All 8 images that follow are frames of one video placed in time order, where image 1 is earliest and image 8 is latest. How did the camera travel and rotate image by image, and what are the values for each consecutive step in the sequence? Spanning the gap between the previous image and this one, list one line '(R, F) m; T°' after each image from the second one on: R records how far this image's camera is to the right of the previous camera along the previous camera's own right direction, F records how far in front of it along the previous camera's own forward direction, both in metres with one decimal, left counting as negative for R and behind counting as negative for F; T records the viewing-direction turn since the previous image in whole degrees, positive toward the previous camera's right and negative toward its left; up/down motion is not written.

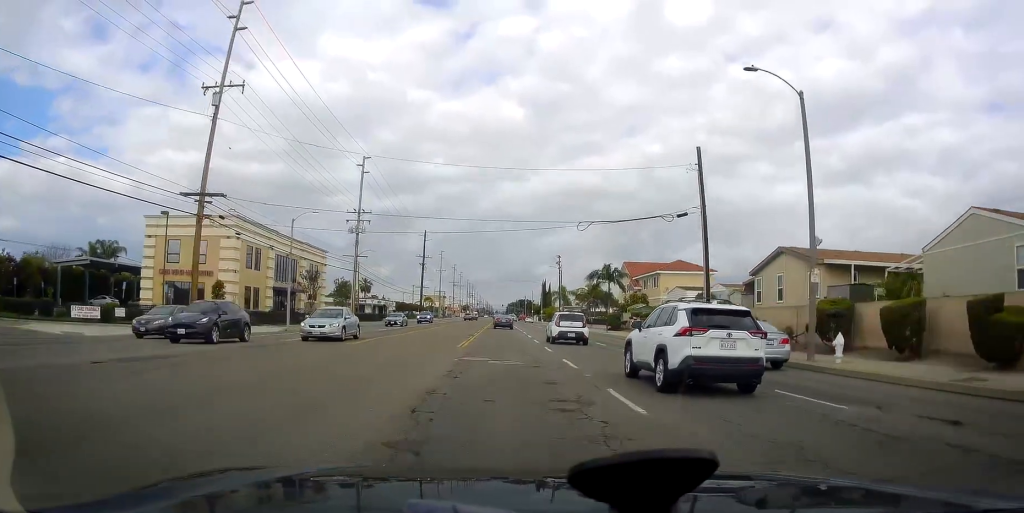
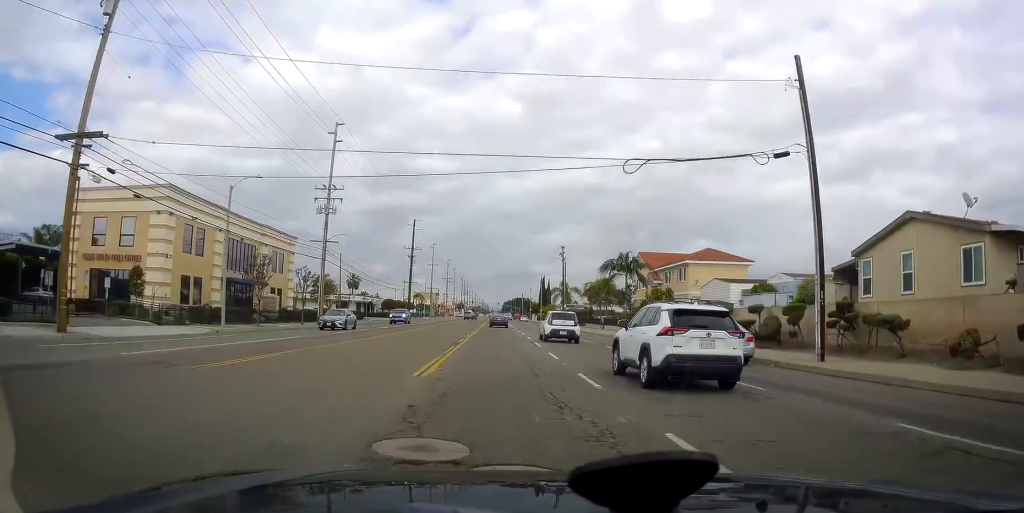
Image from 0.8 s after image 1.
(0.0, +10.3) m; 0°
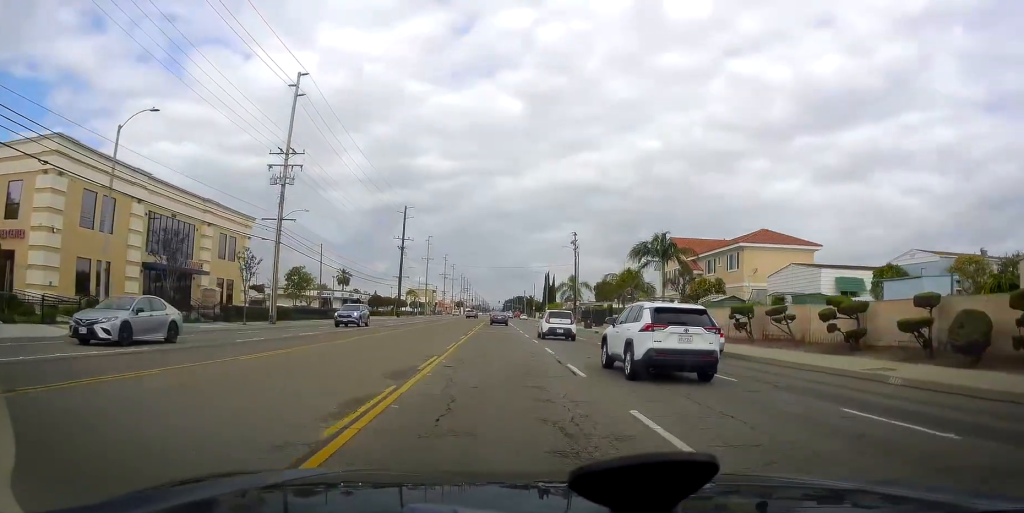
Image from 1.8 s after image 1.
(0.0, +10.7) m; 0°
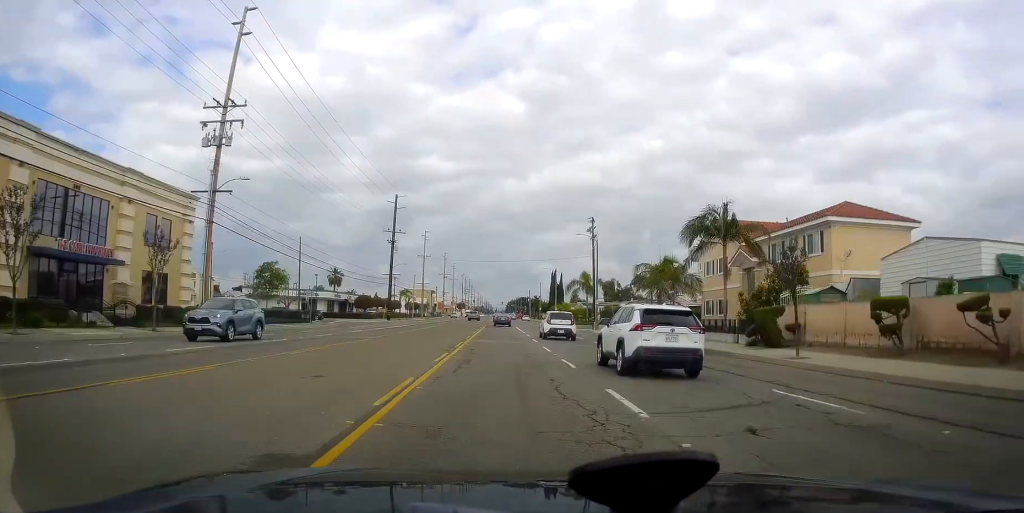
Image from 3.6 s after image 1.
(0.0, +22.3) m; 0°
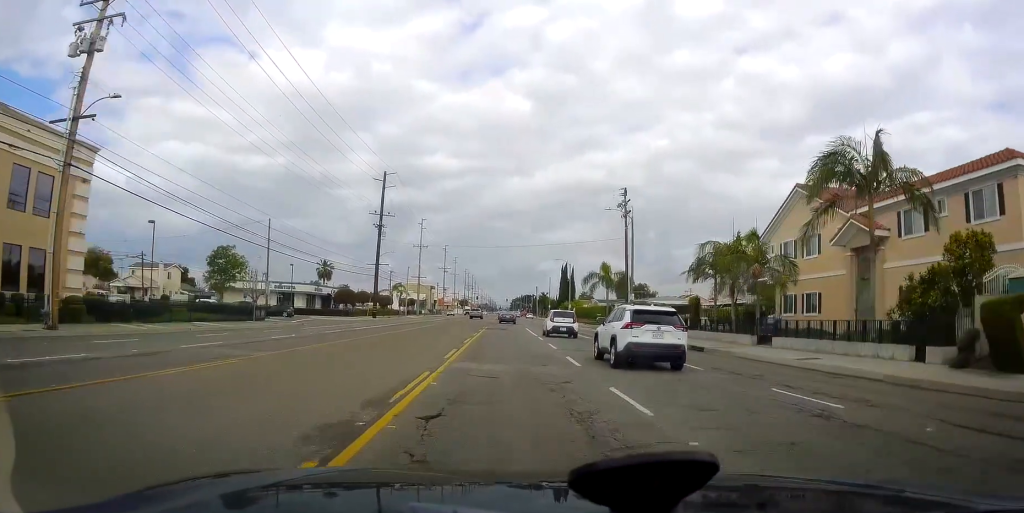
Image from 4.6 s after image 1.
(0.0, +13.4) m; 0°
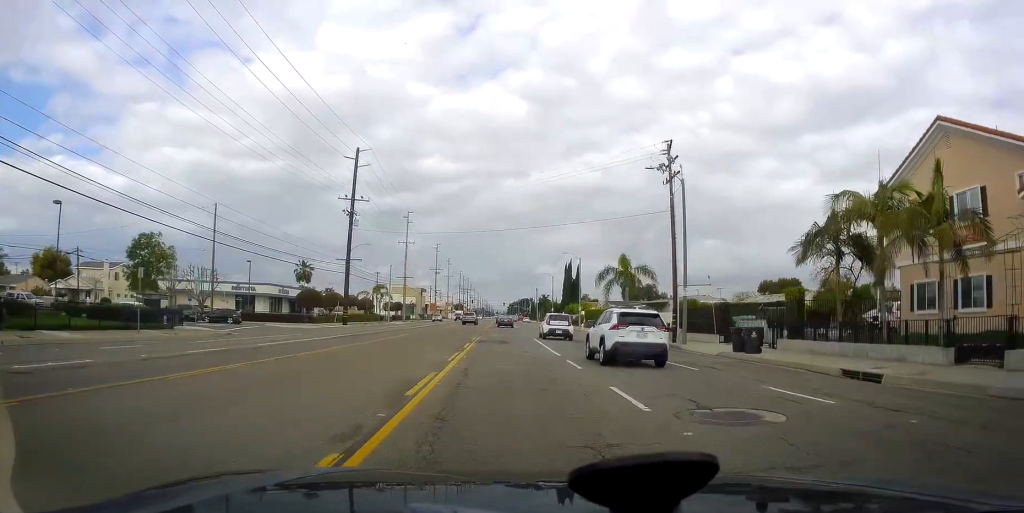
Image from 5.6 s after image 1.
(0.0, +14.0) m; 0°
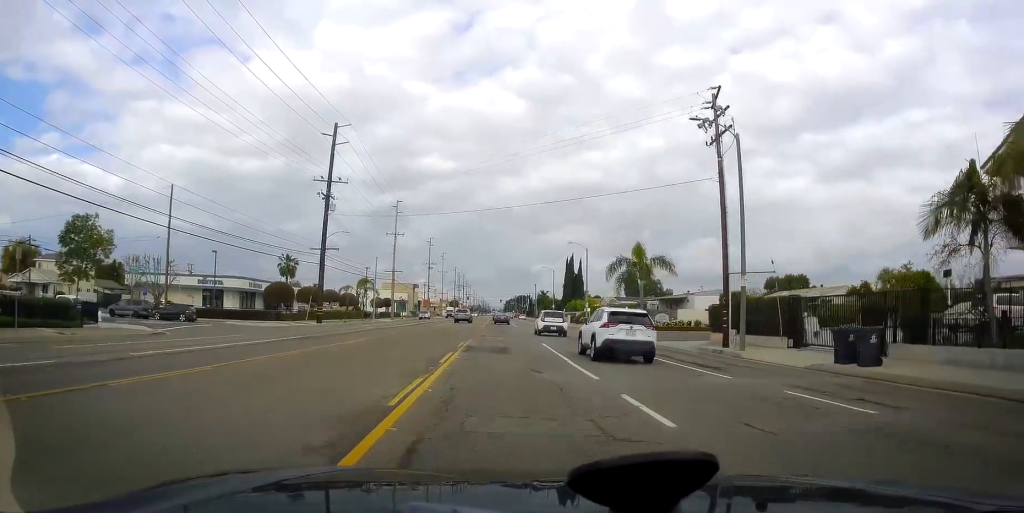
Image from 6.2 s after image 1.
(0.0, +8.6) m; 0°
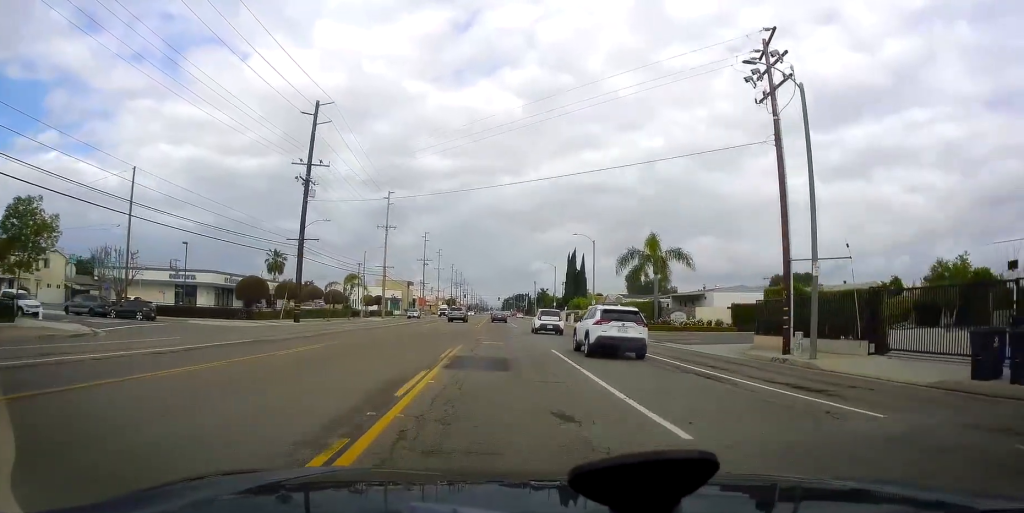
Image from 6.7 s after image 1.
(0.0, +6.3) m; 0°
